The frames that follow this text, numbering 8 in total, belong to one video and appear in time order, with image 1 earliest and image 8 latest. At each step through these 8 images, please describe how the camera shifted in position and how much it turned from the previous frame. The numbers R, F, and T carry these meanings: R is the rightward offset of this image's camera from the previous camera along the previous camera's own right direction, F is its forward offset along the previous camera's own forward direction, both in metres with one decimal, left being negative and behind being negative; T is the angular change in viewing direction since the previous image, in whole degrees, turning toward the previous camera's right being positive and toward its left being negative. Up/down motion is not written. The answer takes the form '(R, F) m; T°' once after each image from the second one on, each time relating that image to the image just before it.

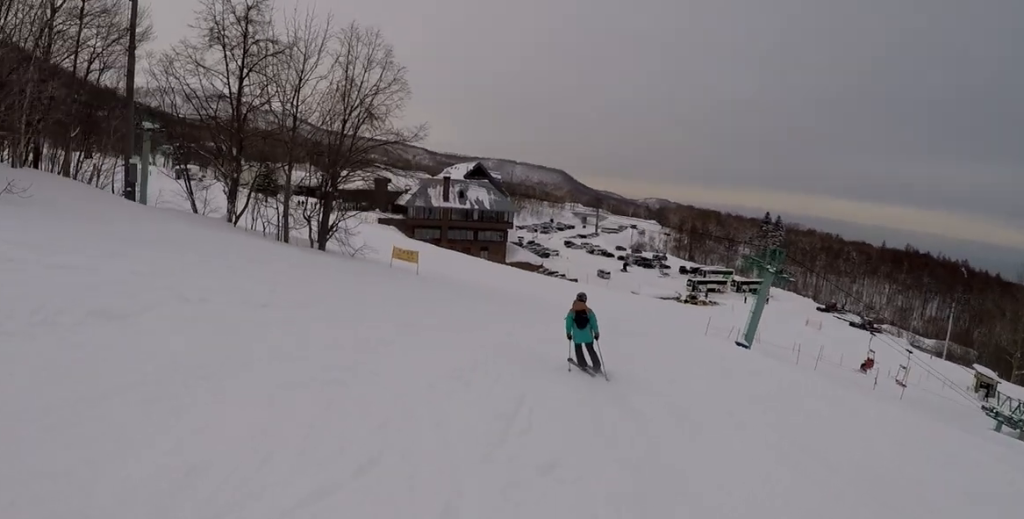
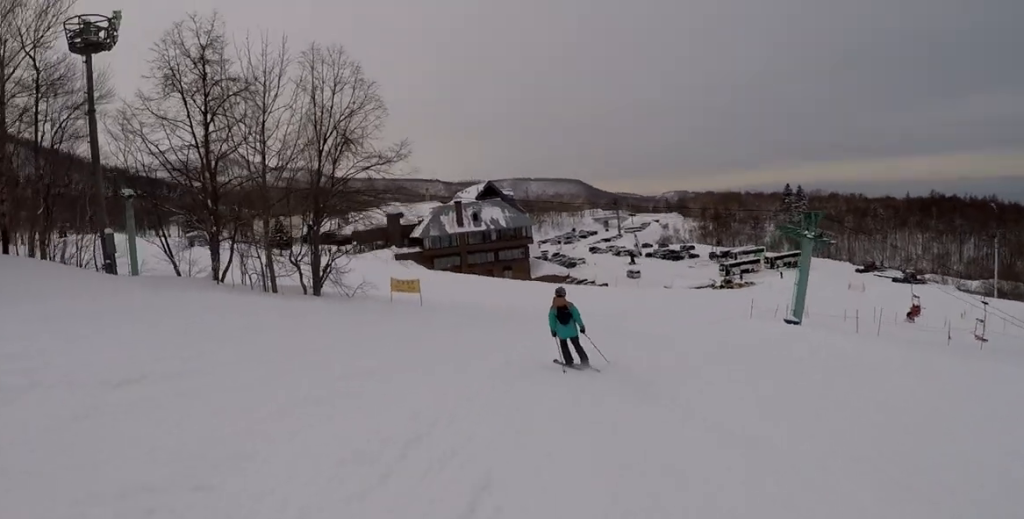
(-0.6, +3.5) m; -5°
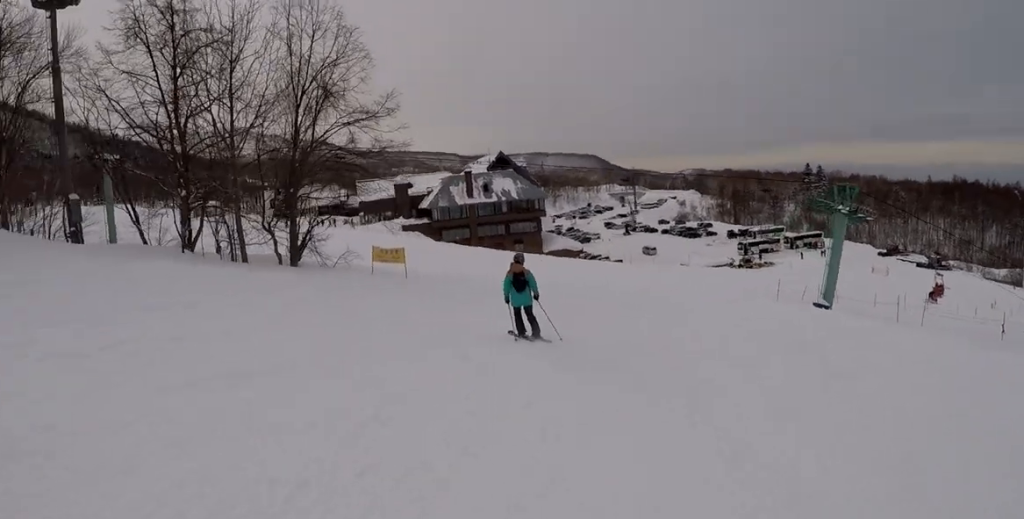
(-0.3, +3.6) m; -5°
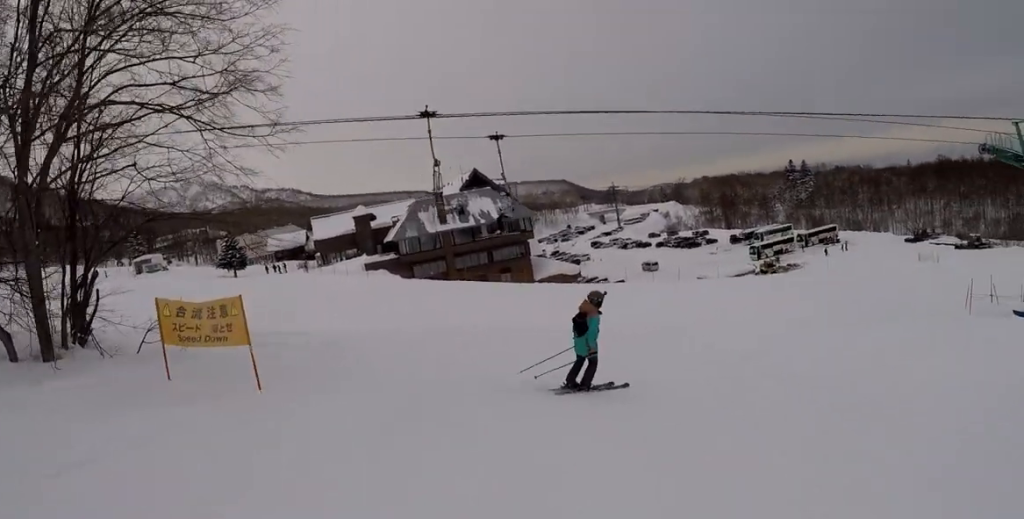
(+0.5, +16.9) m; +17°
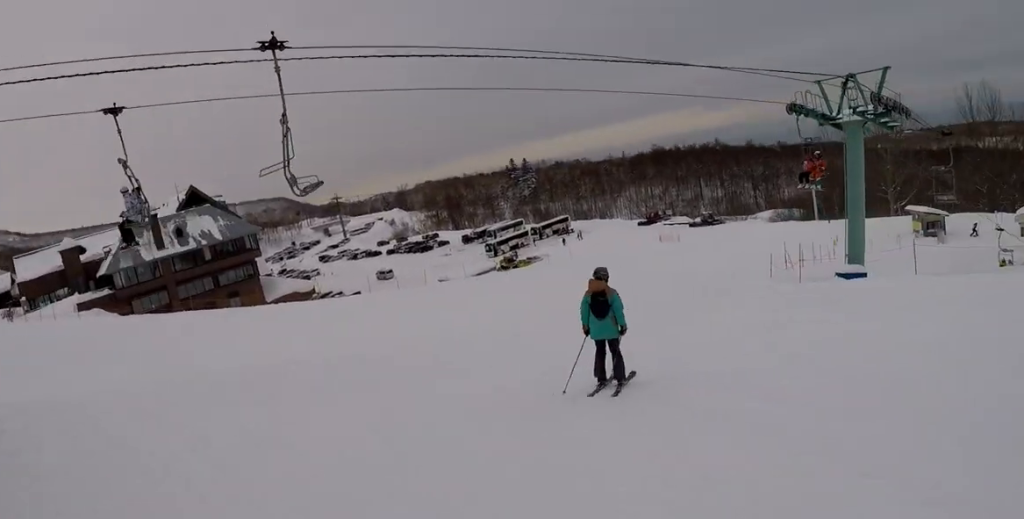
(+1.3, +5.3) m; +16°
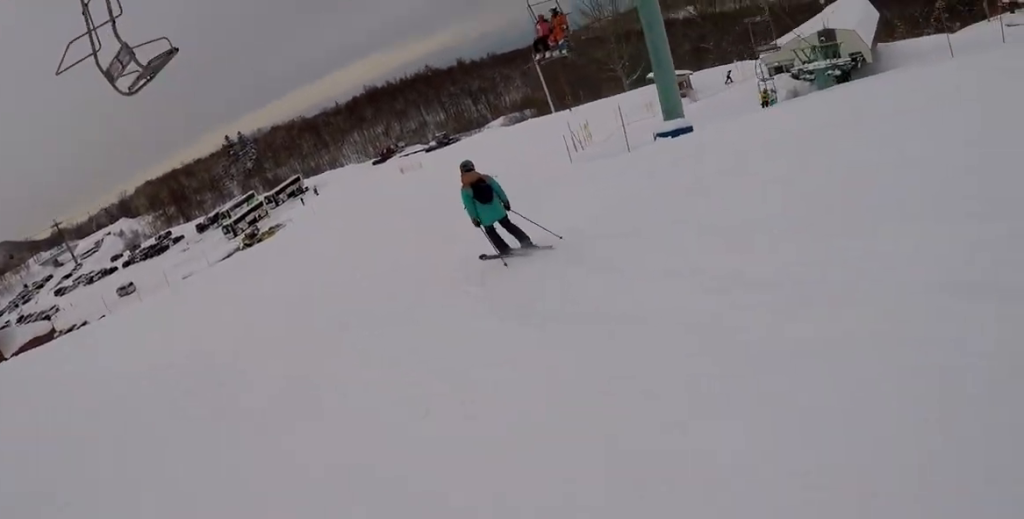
(+0.9, +5.7) m; +11°
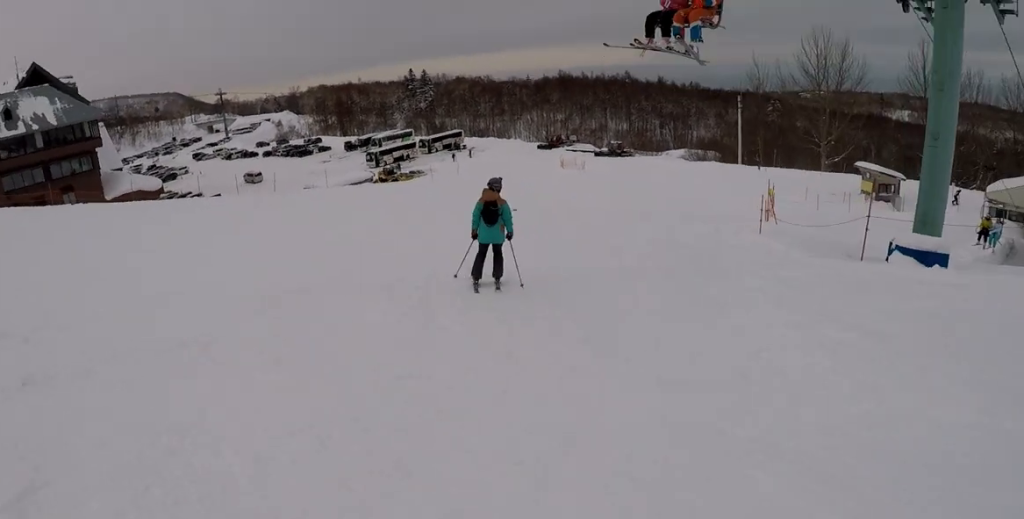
(+0.5, +6.5) m; -2°
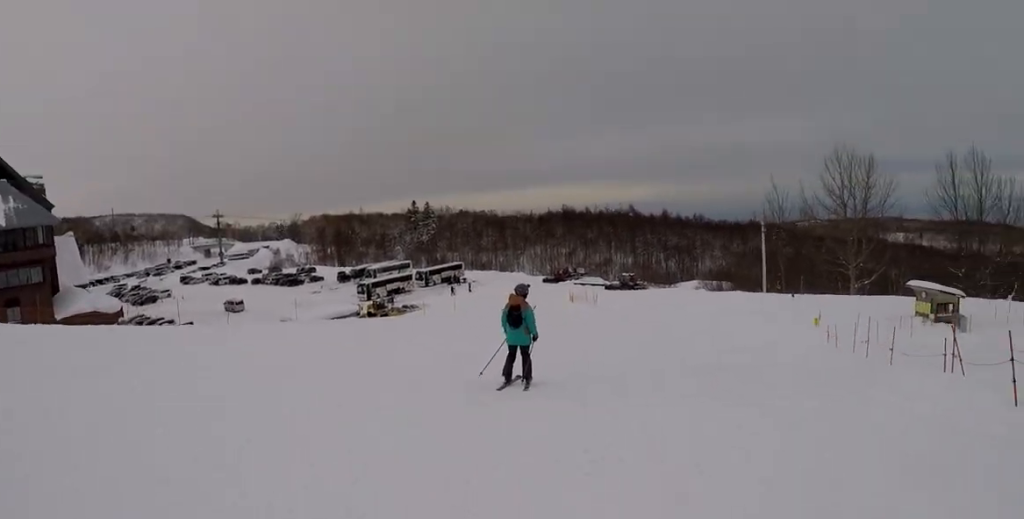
(-1.6, +8.9) m; -5°
